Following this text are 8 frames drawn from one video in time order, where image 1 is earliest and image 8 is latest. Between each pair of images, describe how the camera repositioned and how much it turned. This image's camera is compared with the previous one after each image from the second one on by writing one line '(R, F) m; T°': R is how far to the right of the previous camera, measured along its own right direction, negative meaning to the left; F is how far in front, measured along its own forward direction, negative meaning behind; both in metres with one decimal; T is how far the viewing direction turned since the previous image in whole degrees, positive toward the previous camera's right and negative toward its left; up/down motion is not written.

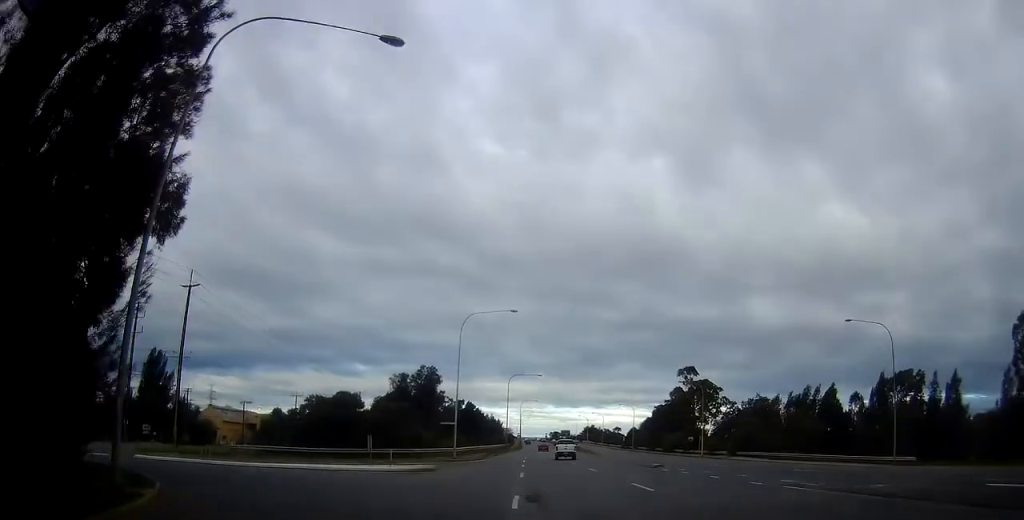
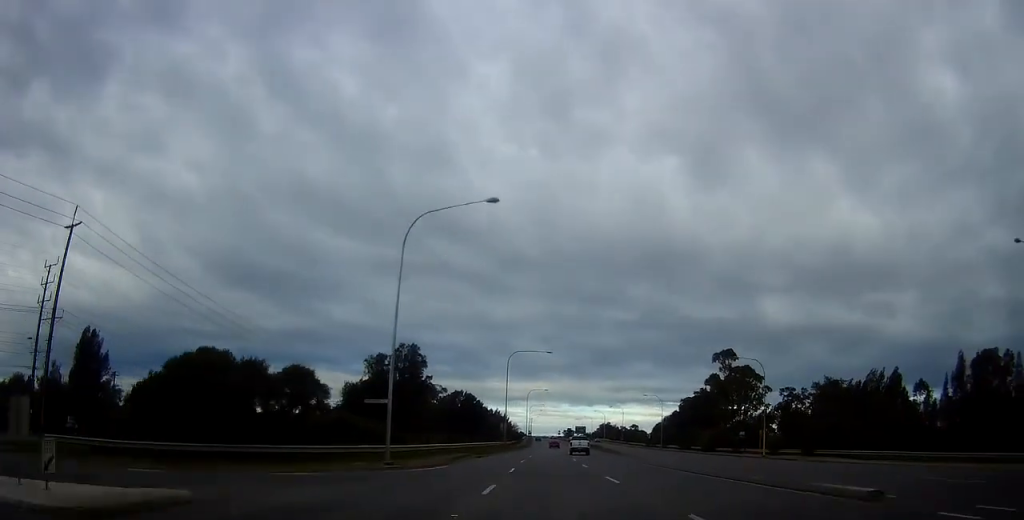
(-0.9, +21.9) m; -3°
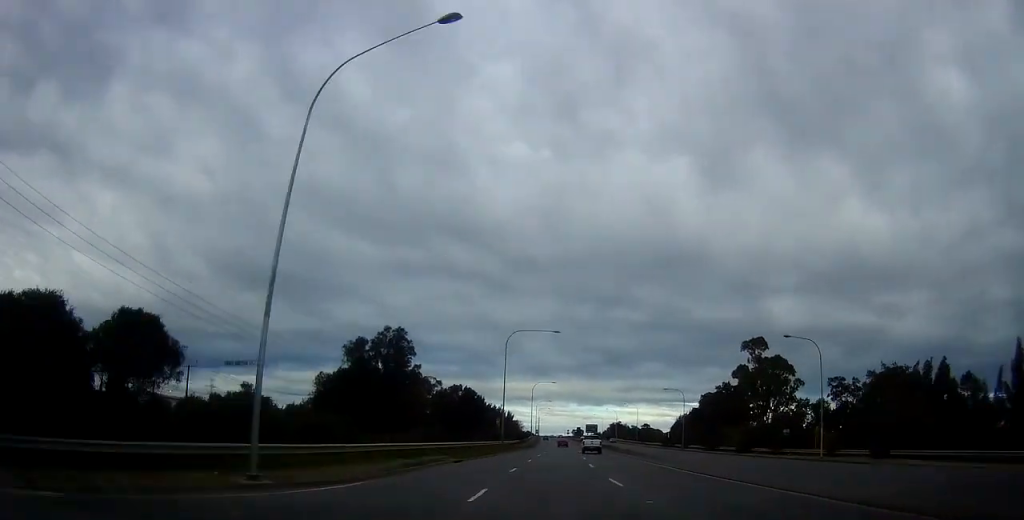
(-0.3, +13.1) m; 0°
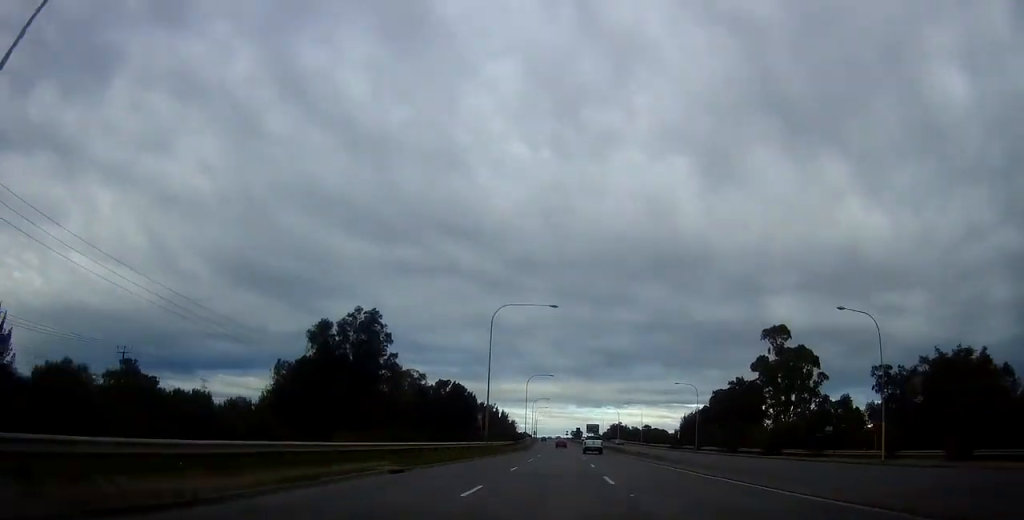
(+0.4, +11.4) m; 0°
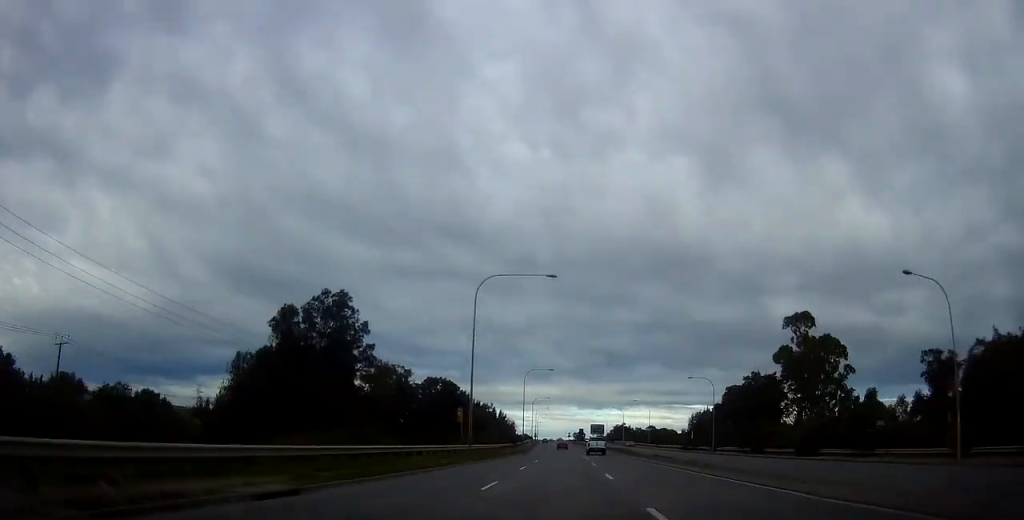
(0.0, +9.6) m; 0°
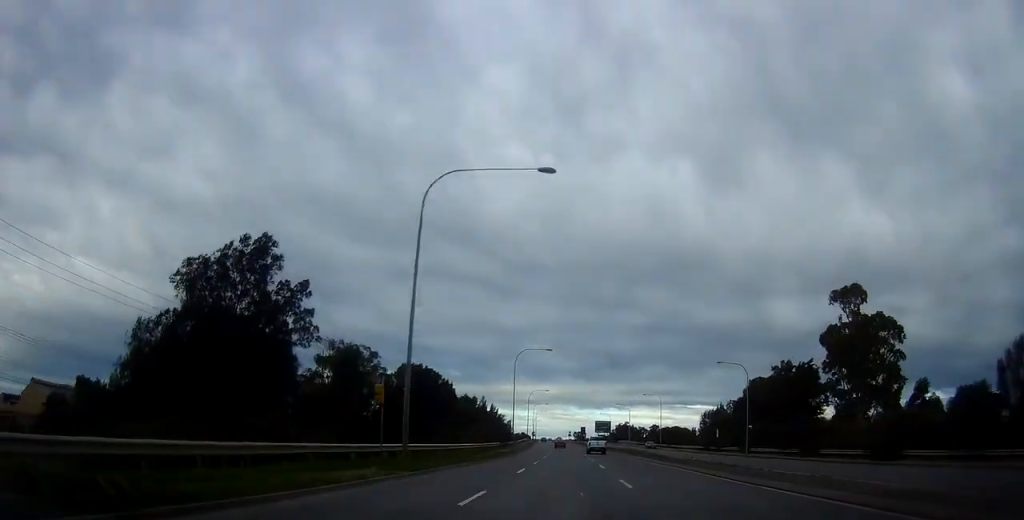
(-0.3, +15.9) m; 0°
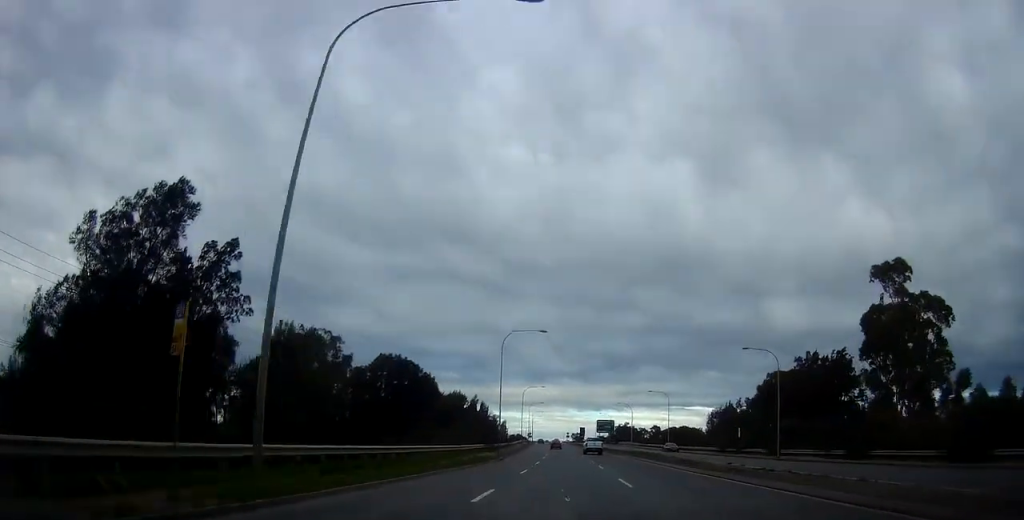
(+0.3, +11.1) m; +1°
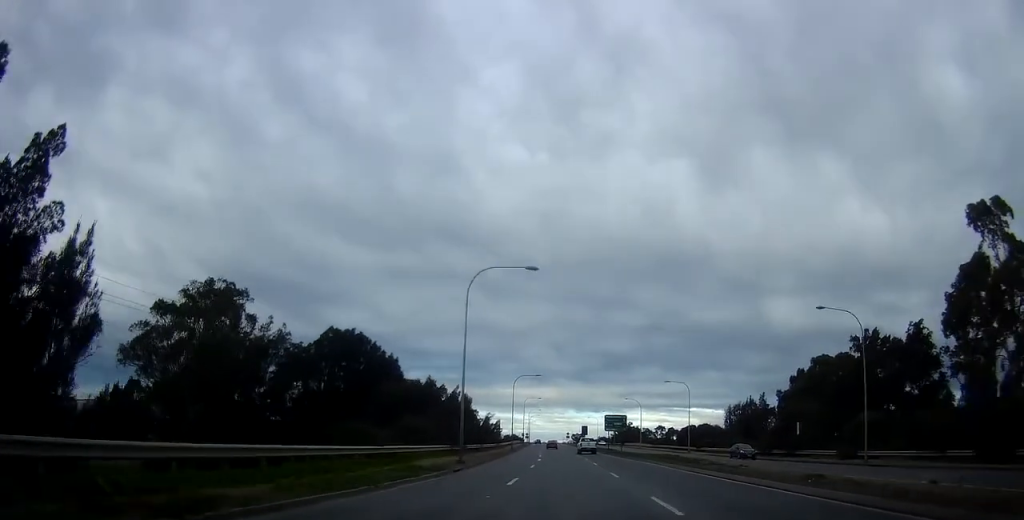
(+0.1, +18.3) m; 0°
